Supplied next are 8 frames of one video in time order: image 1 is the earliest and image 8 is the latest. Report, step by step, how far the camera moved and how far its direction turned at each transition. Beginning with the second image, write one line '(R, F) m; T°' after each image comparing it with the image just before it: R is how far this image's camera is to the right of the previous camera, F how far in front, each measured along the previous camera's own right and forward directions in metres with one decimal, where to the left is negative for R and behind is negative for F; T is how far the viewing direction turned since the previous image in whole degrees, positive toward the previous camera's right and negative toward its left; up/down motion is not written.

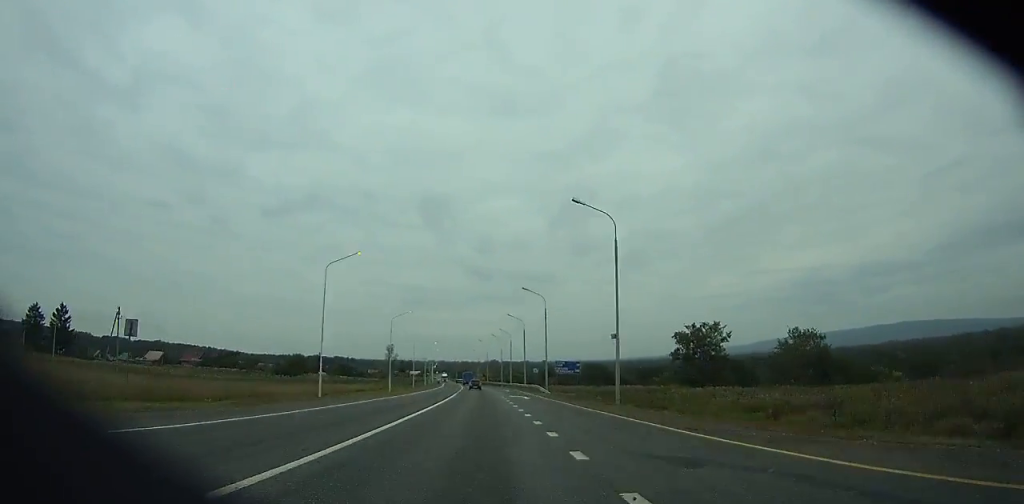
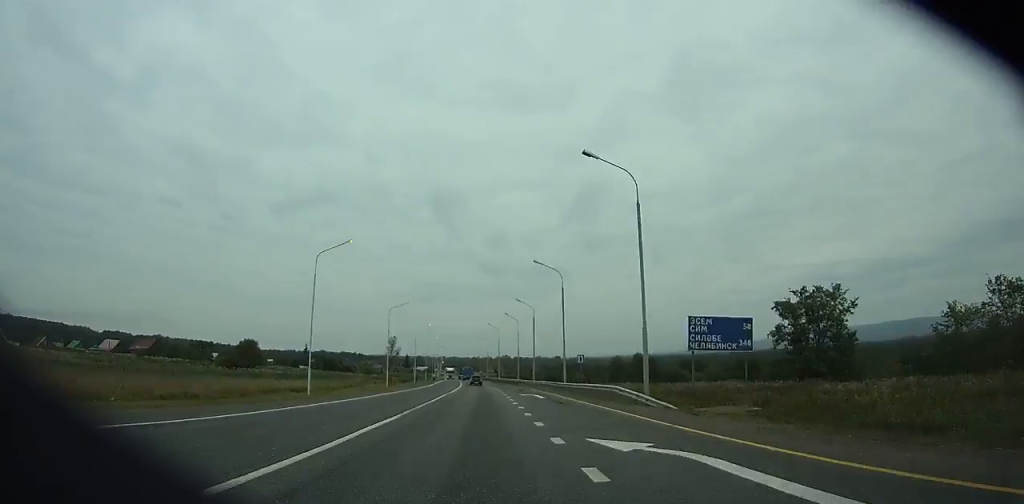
(-0.3, +37.9) m; -1°
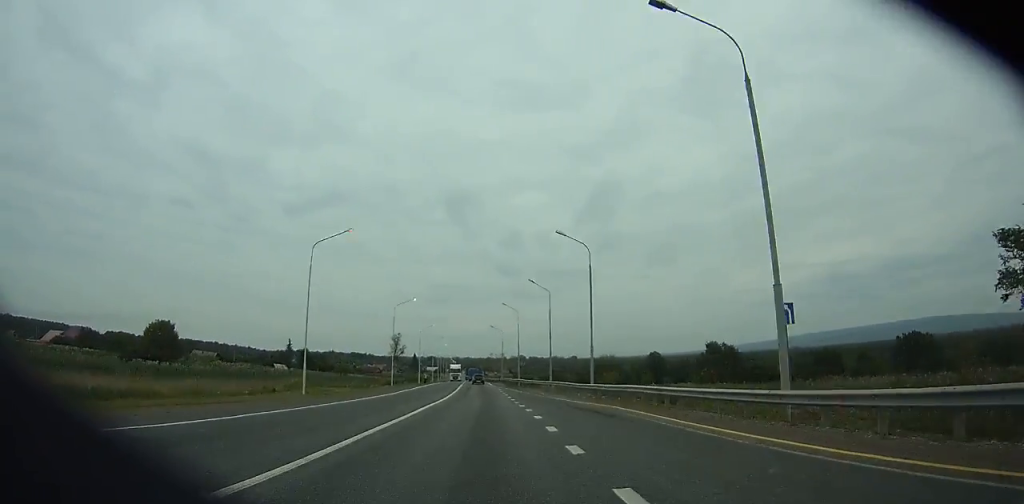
(-0.4, +36.2) m; -1°
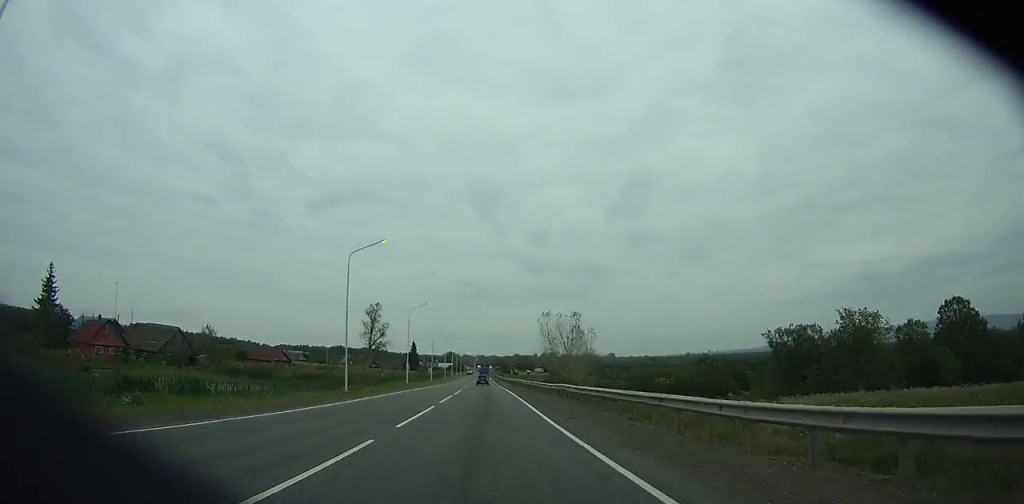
(-3.6, +134.8) m; -2°
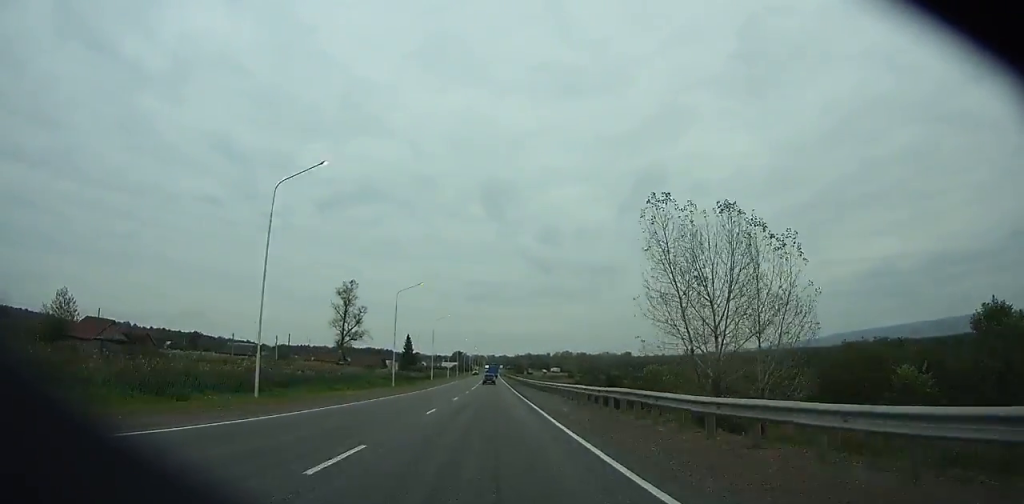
(-0.2, +51.7) m; 0°
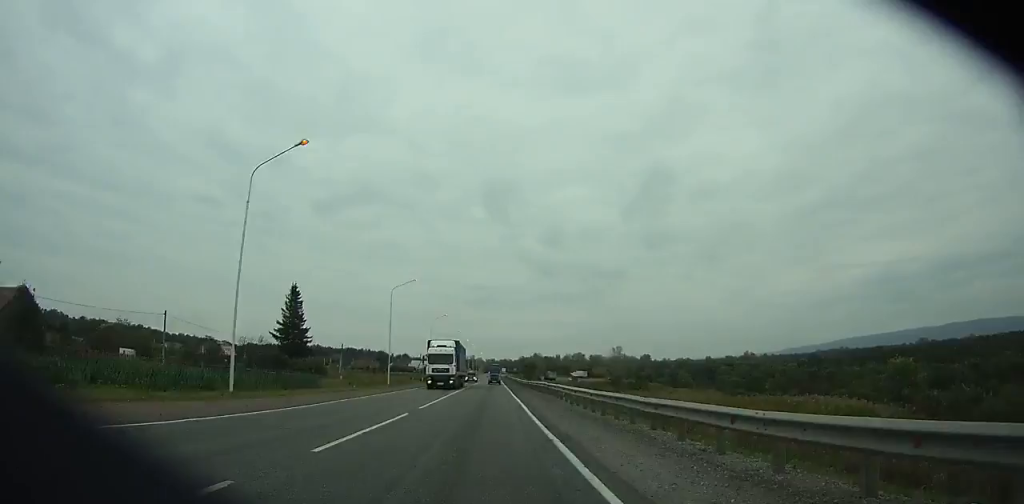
(-0.4, +142.3) m; 0°
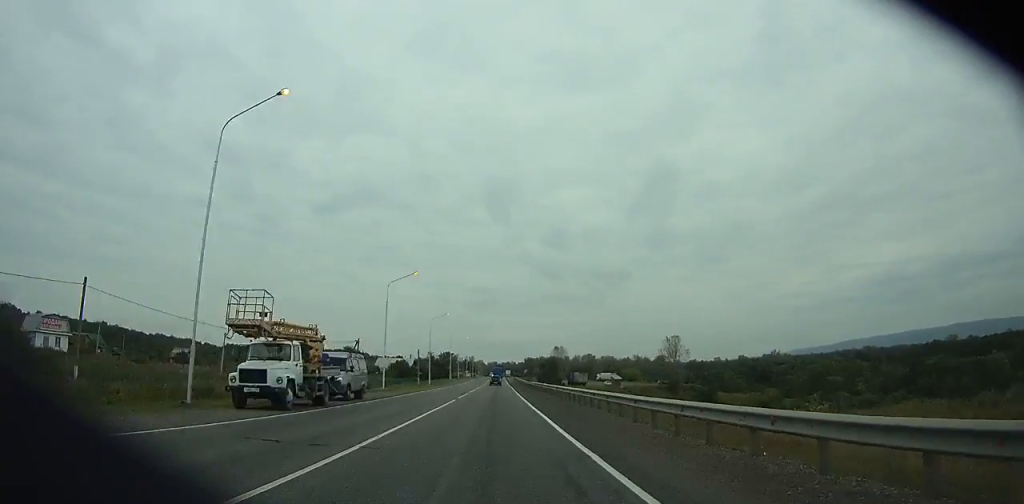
(-0.4, +77.4) m; 0°
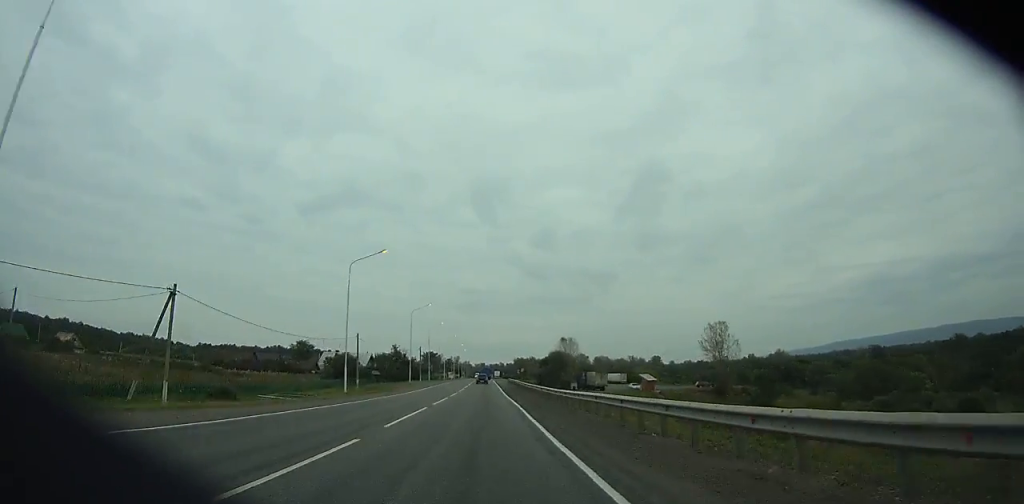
(+0.1, +43.9) m; 0°
